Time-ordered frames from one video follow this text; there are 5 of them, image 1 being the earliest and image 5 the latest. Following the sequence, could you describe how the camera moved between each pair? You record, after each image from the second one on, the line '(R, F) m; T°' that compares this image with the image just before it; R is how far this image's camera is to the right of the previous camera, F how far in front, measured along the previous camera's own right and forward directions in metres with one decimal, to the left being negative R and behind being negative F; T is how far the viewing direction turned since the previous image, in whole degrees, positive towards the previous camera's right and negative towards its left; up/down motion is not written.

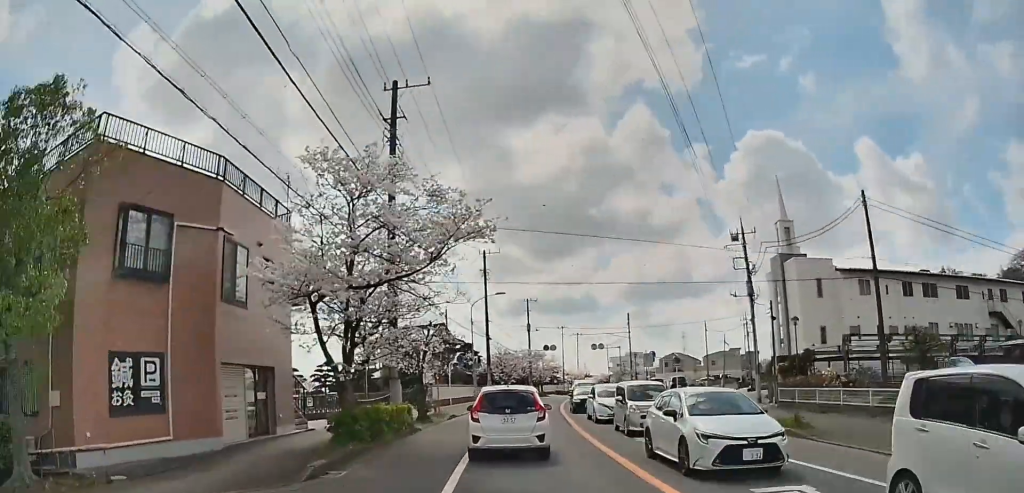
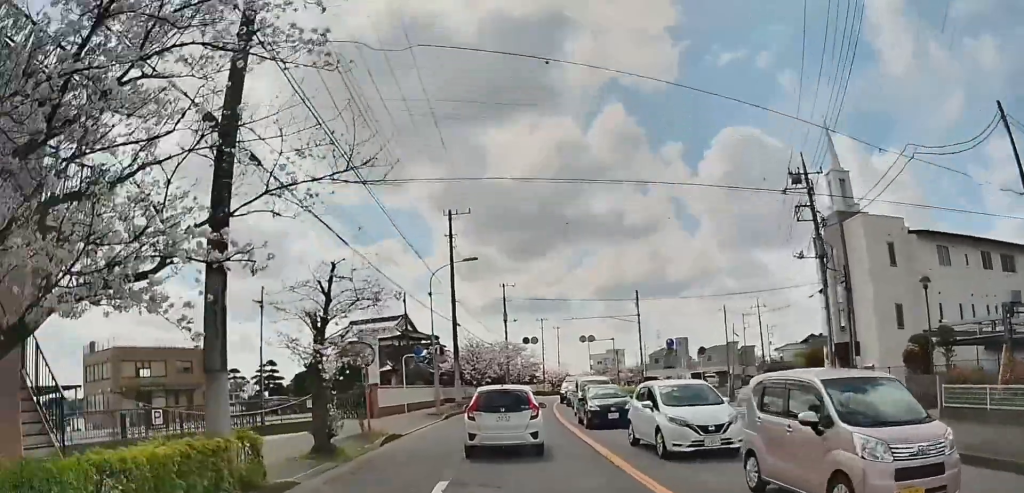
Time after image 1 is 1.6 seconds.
(-0.1, +9.0) m; -1°
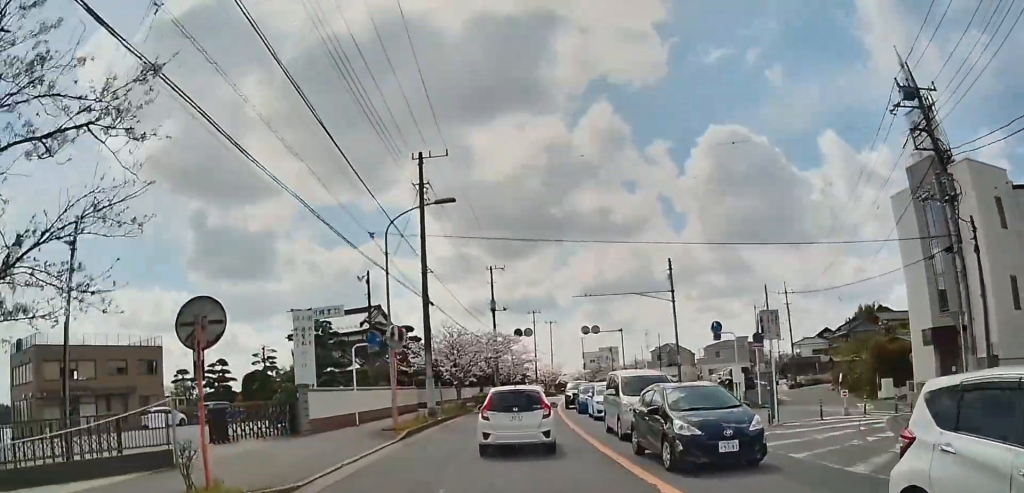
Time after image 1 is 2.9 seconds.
(0.0, +7.8) m; 0°
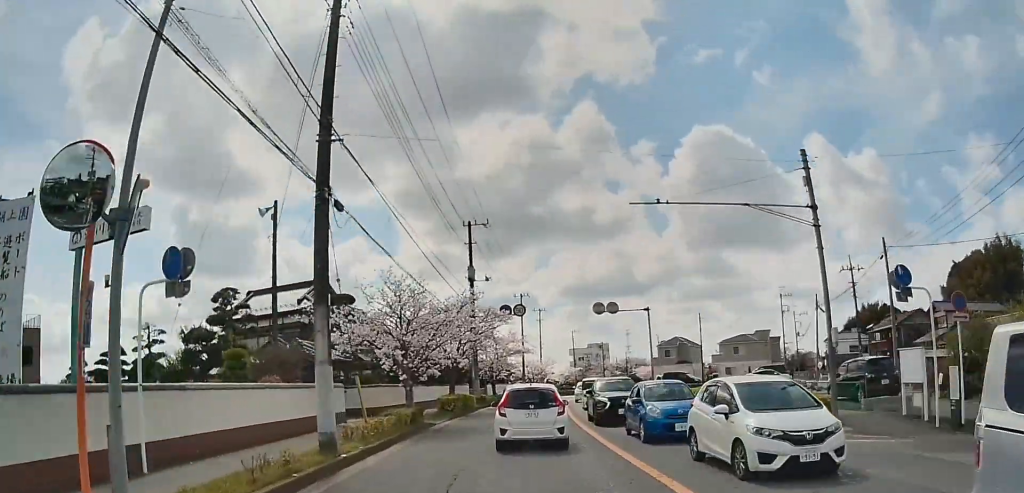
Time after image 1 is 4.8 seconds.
(-0.1, +11.3) m; -2°
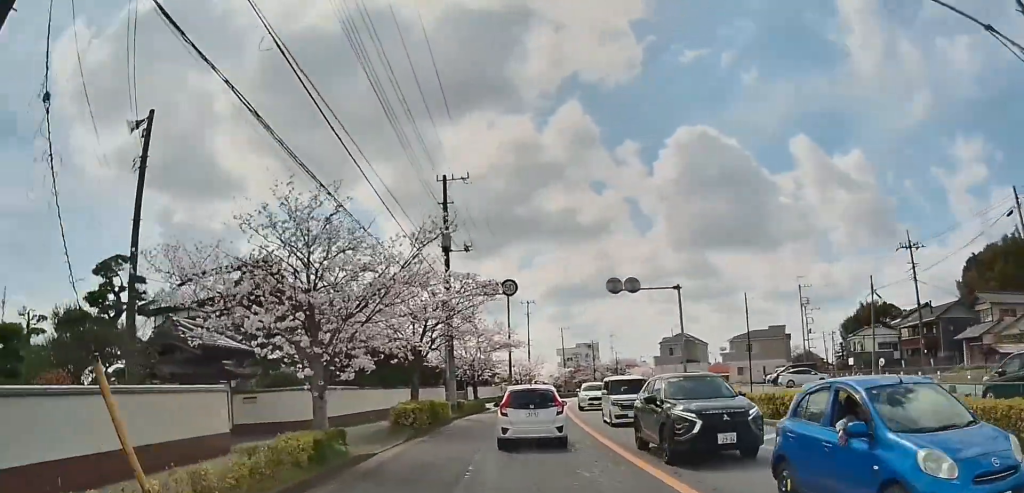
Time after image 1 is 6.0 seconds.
(-0.1, +7.1) m; -1°
